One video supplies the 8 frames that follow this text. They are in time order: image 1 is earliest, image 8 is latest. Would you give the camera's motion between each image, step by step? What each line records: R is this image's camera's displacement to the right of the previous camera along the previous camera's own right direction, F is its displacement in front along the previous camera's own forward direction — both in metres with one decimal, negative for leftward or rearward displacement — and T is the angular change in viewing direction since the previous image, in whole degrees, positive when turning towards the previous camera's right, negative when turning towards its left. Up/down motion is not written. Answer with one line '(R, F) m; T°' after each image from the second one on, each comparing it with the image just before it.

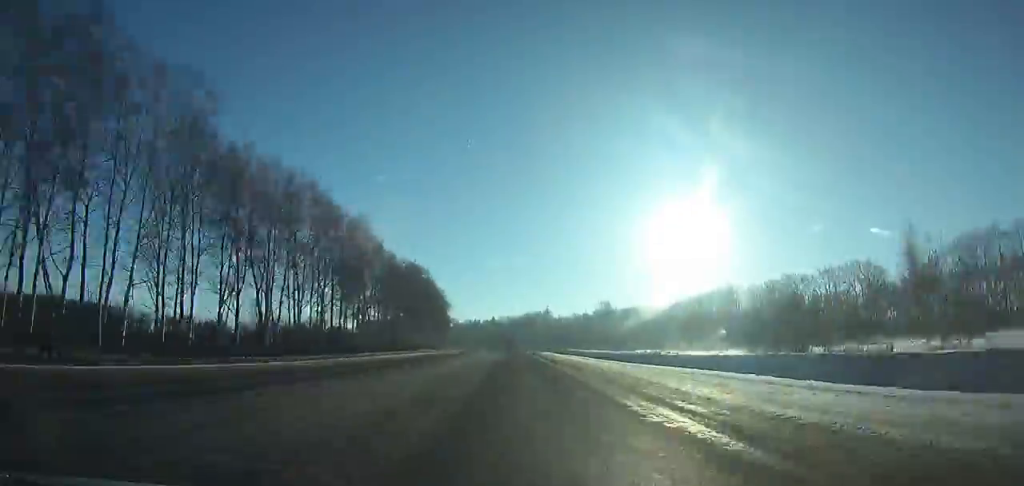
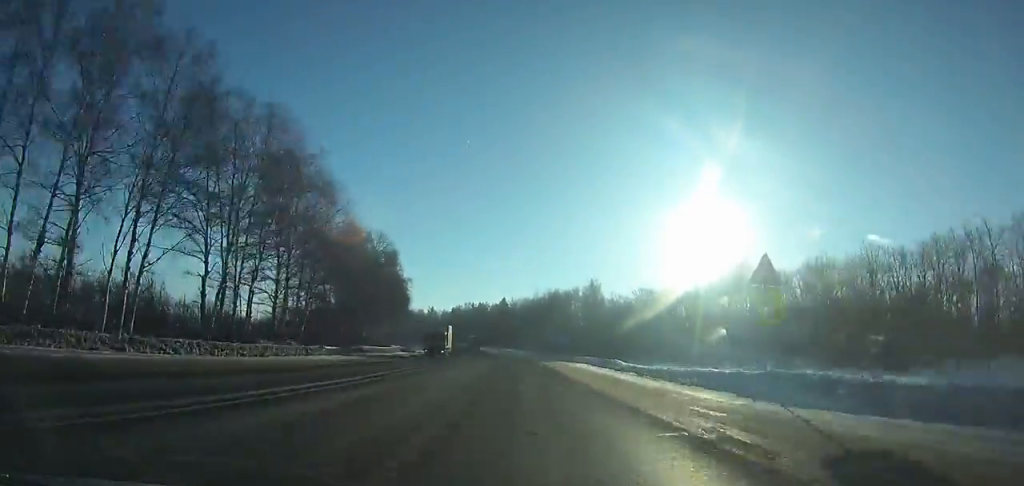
(-0.7, +123.7) m; -2°
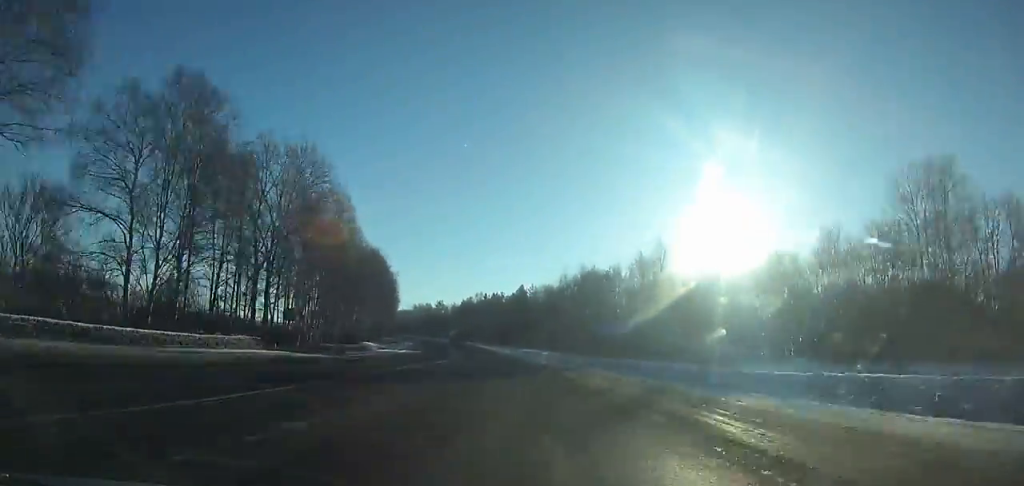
(-0.9, +52.1) m; -3°
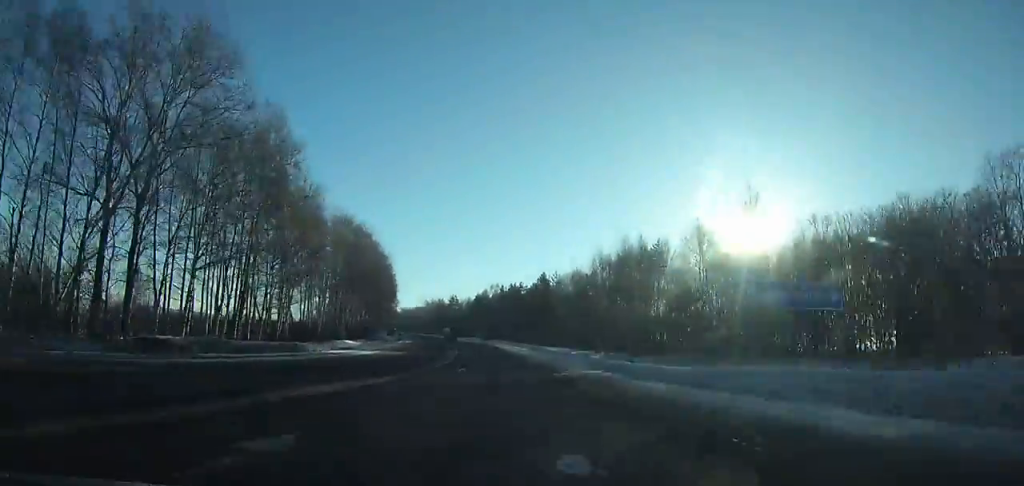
(-0.1, +31.0) m; -2°
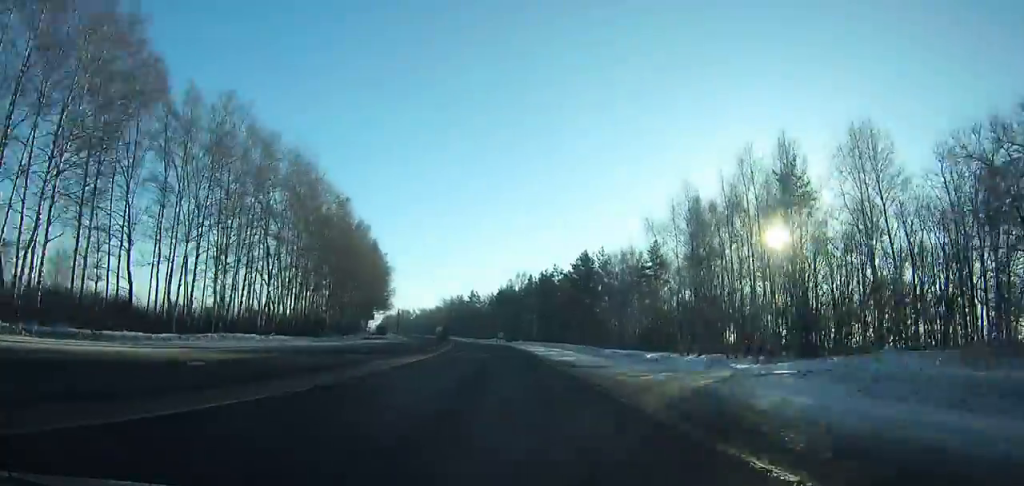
(-1.4, +45.2) m; -3°
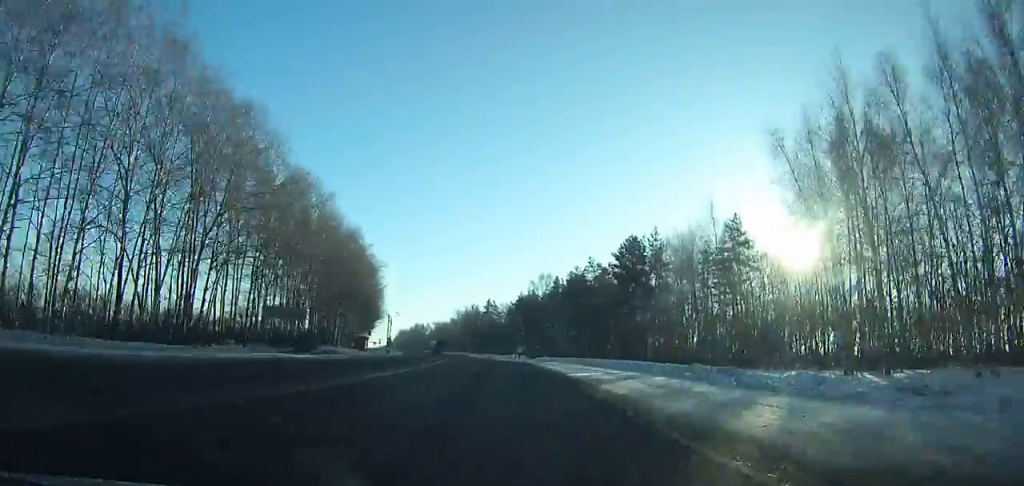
(-0.8, +33.8) m; -3°
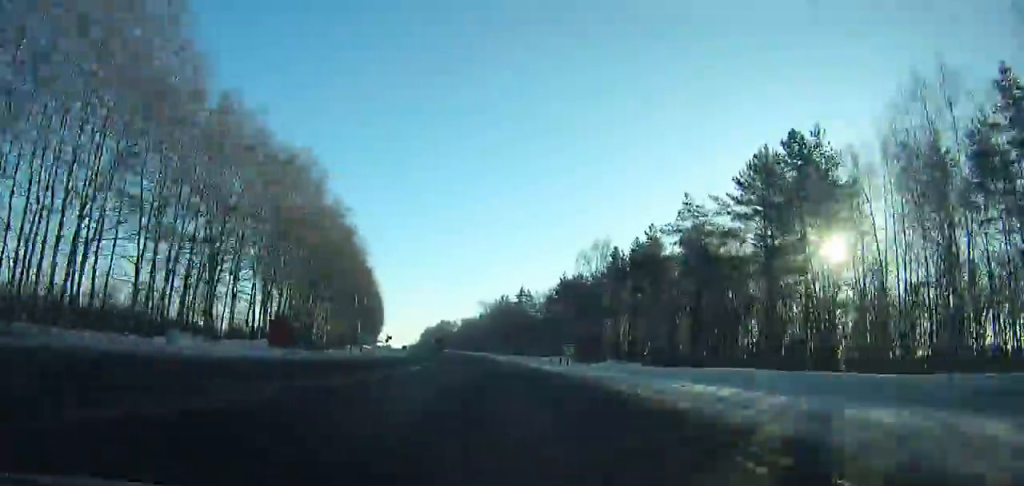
(-1.1, +46.1) m; -4°
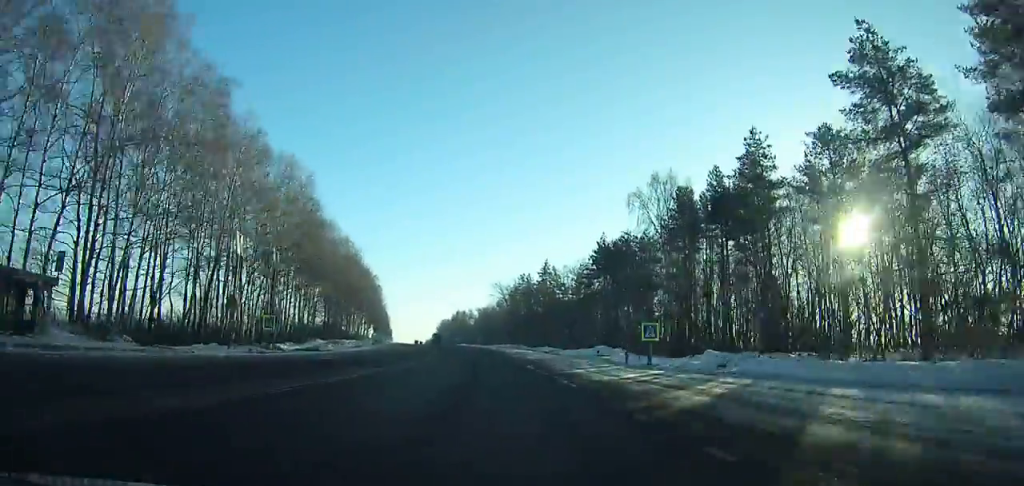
(-1.3, +36.6) m; -3°
